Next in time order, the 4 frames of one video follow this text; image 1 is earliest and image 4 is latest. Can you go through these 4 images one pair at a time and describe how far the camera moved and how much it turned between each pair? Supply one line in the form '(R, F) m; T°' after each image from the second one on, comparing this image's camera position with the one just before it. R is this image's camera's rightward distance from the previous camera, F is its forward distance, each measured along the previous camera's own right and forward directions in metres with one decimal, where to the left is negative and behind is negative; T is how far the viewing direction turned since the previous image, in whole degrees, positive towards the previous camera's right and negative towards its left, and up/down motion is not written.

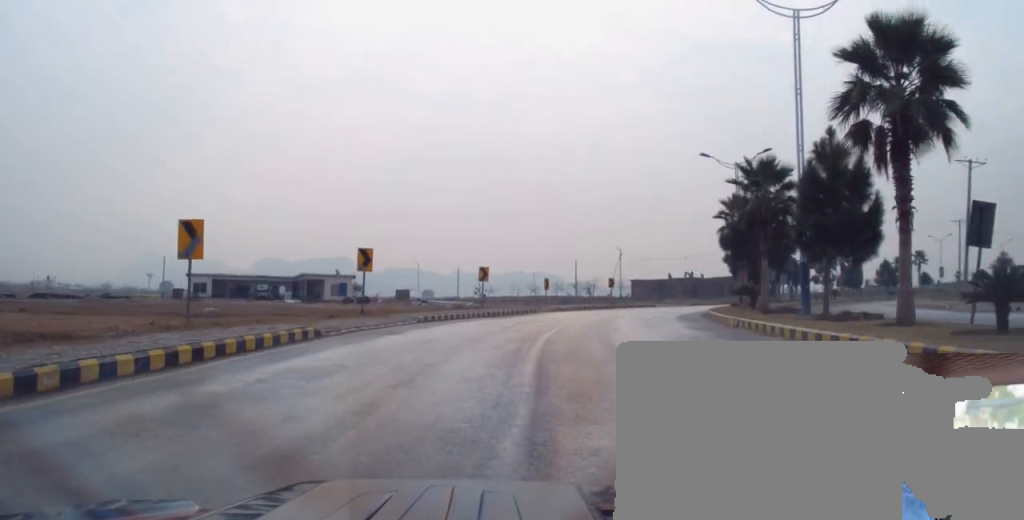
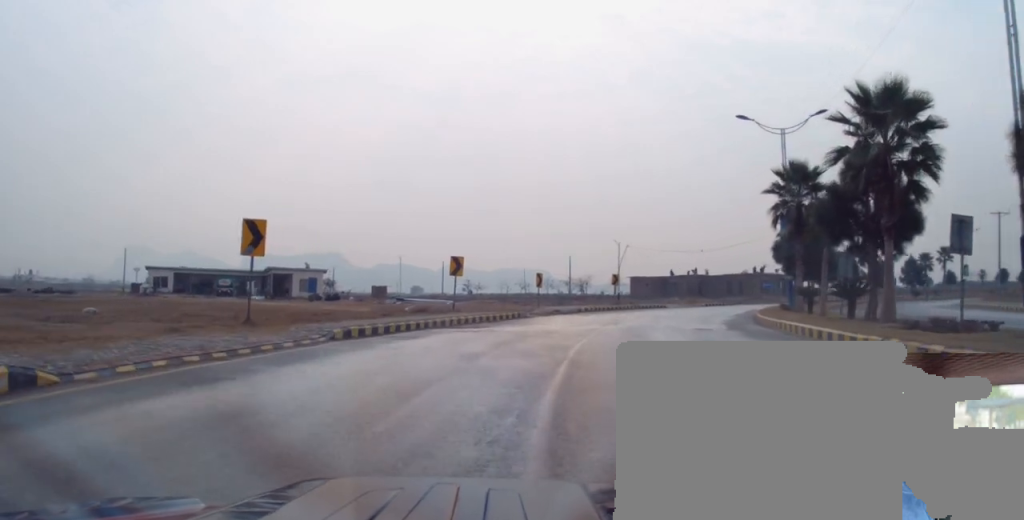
(+0.7, +11.3) m; +5°
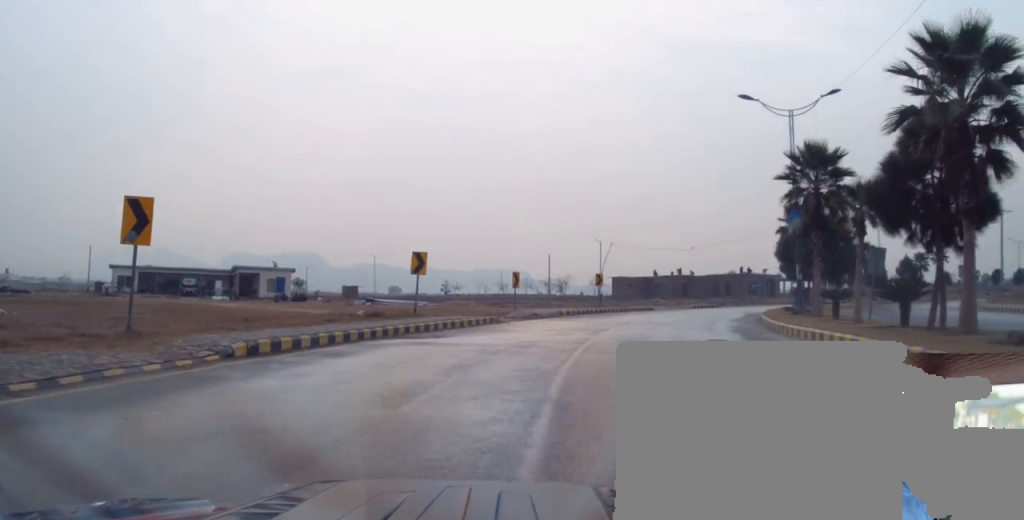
(+0.3, +4.6) m; -1°
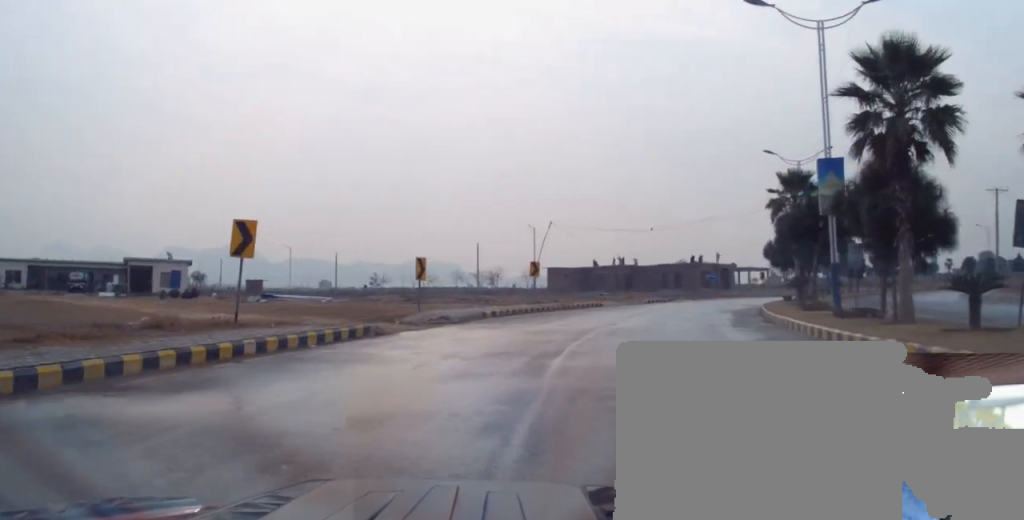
(-0.1, +12.0) m; +5°
